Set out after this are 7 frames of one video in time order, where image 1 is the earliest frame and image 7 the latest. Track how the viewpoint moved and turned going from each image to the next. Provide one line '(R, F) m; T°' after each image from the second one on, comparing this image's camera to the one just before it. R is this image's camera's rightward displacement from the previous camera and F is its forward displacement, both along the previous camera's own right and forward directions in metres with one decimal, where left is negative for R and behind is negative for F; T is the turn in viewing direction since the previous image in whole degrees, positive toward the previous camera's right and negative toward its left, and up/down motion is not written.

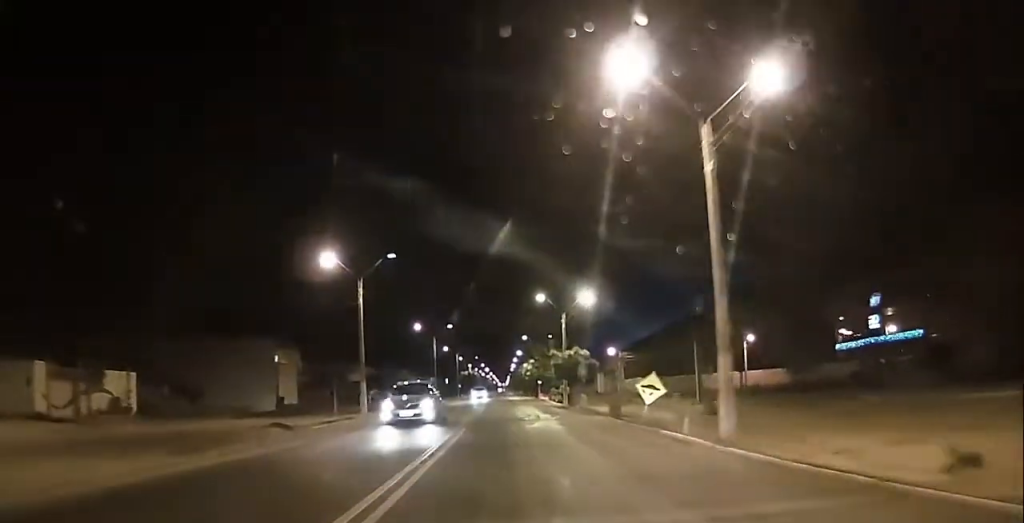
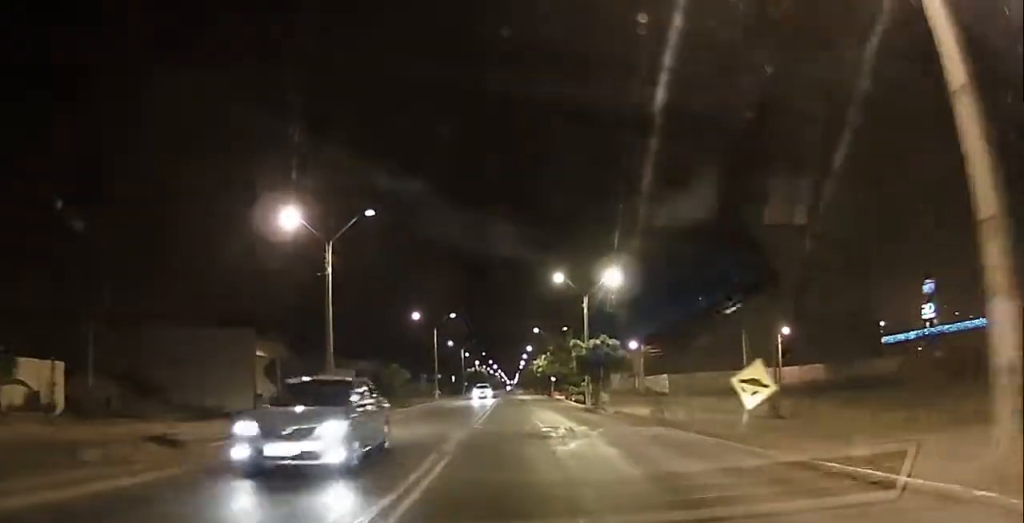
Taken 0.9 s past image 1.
(0.0, +9.9) m; -1°
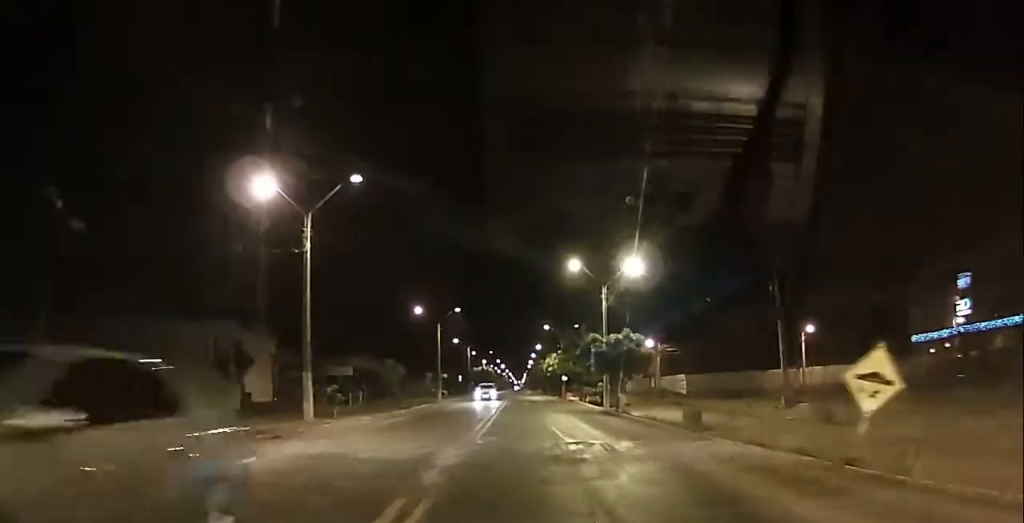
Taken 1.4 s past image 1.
(0.0, +5.3) m; +1°
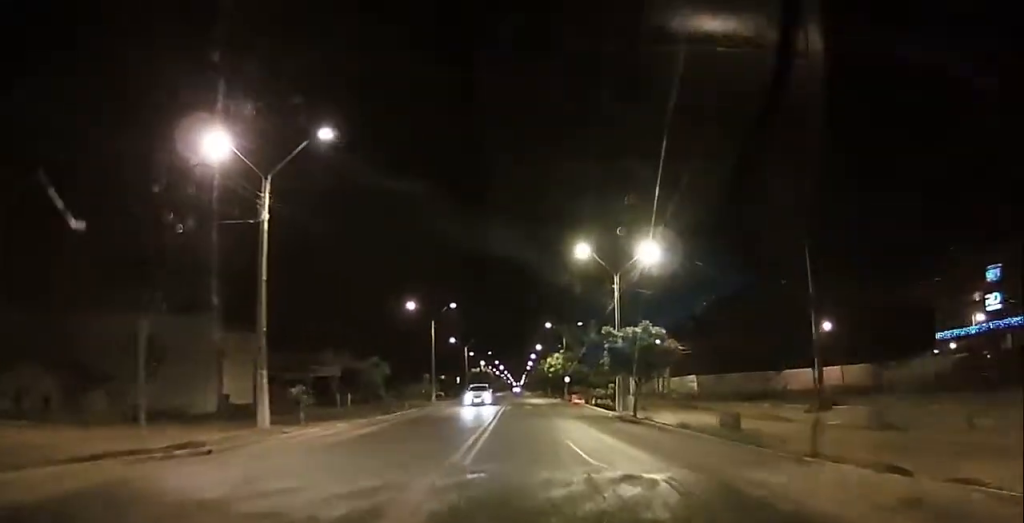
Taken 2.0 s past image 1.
(-0.2, +5.9) m; +1°
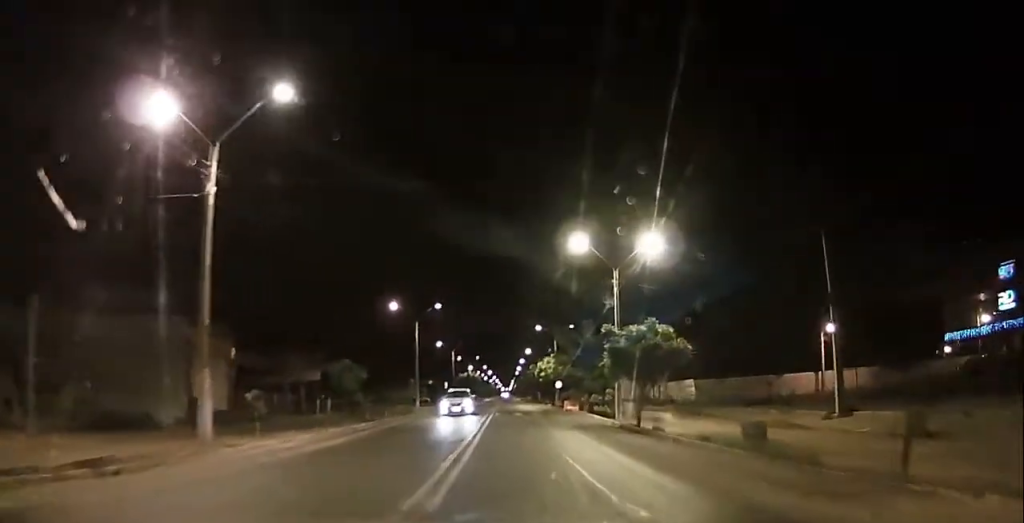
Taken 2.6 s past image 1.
(+0.3, +4.0) m; 0°
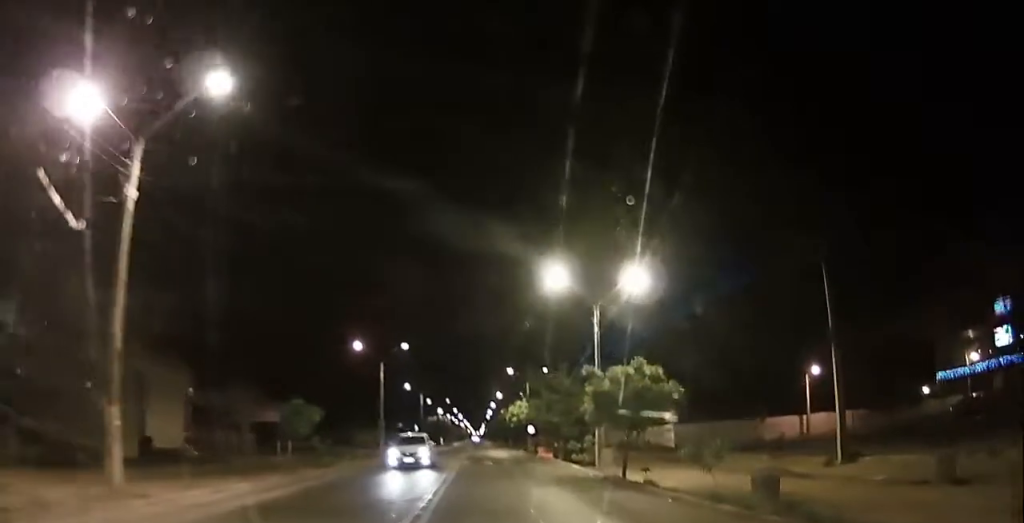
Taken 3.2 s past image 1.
(+0.1, +3.8) m; 0°
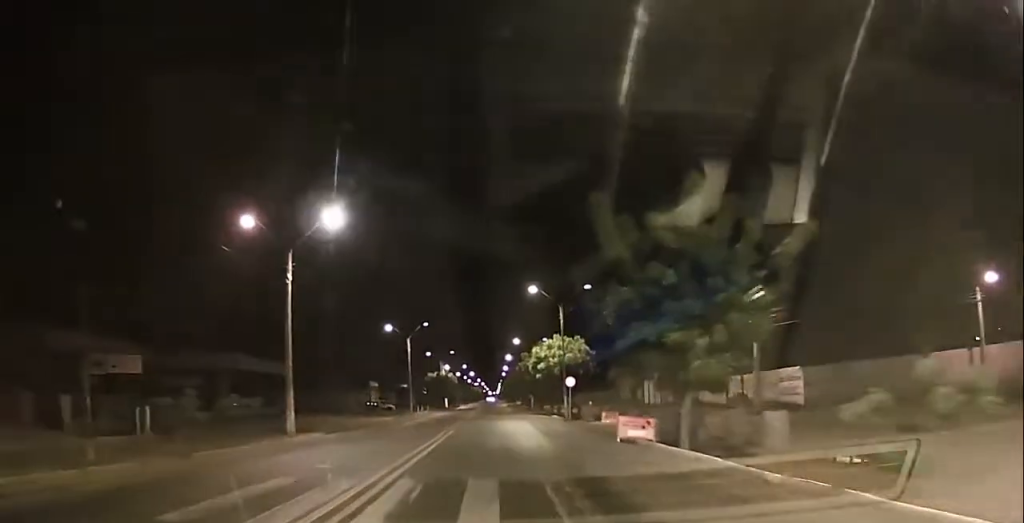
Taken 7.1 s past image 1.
(+0.7, +25.3) m; 0°
